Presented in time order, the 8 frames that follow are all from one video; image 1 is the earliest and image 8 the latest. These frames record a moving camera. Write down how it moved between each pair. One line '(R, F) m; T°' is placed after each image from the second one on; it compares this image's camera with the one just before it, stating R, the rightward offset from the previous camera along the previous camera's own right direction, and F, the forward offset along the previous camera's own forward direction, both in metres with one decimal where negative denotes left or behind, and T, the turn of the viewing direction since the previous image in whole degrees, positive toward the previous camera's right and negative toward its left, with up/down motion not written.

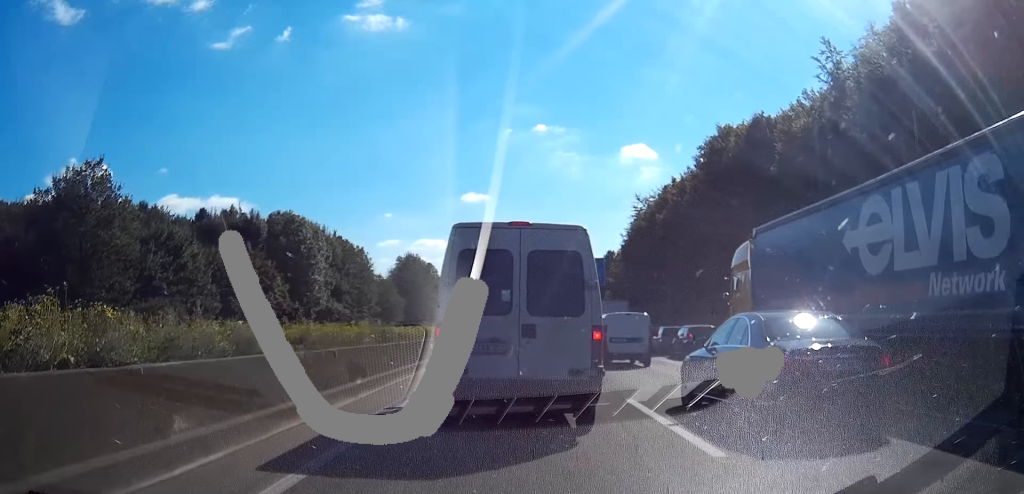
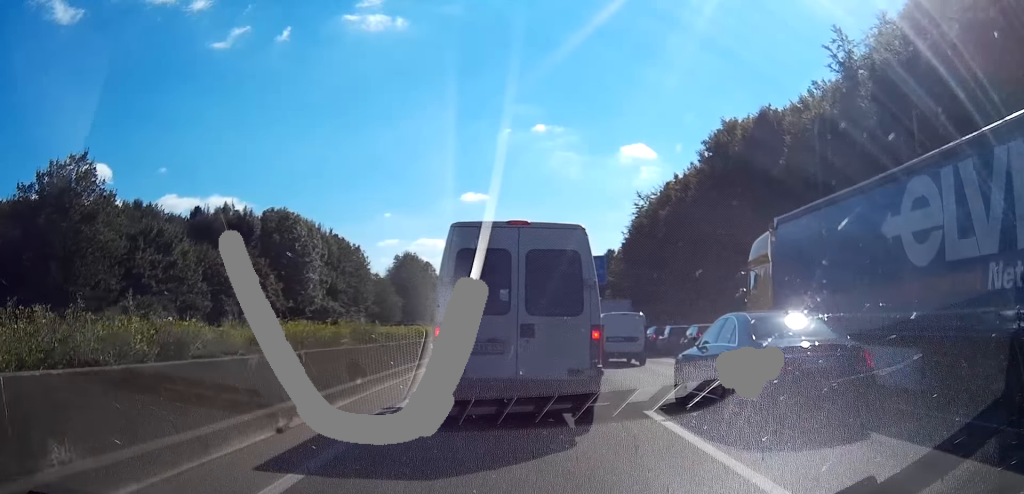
(+0.1, +1.6) m; 0°
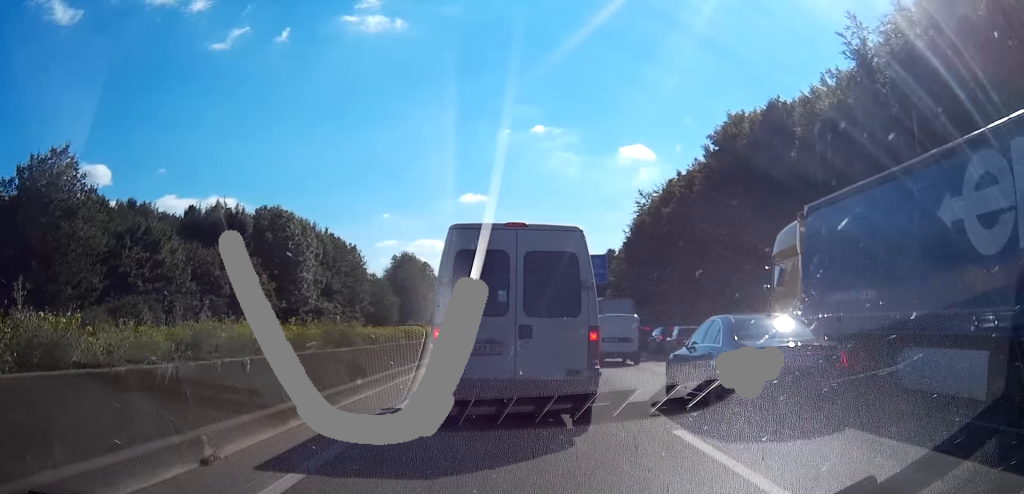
(-0.1, +1.9) m; -3°
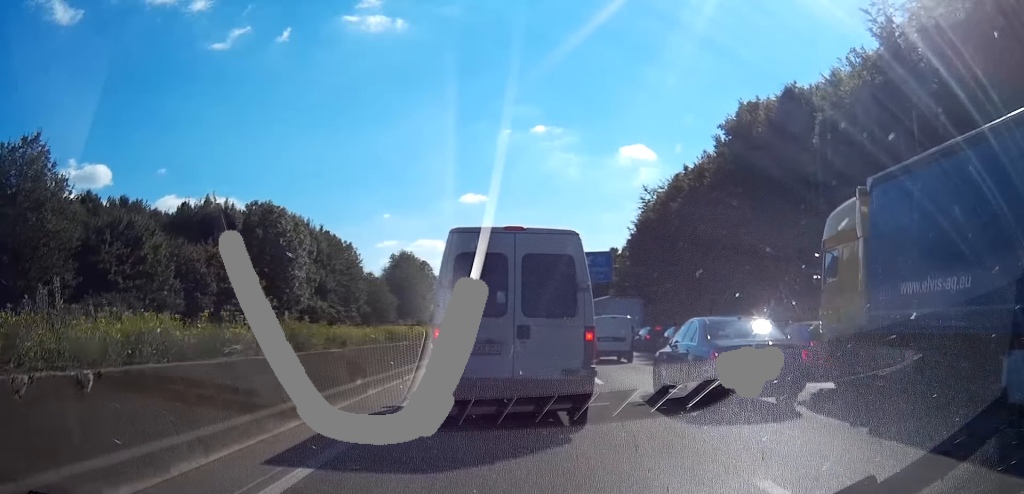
(-0.2, +3.1) m; -3°
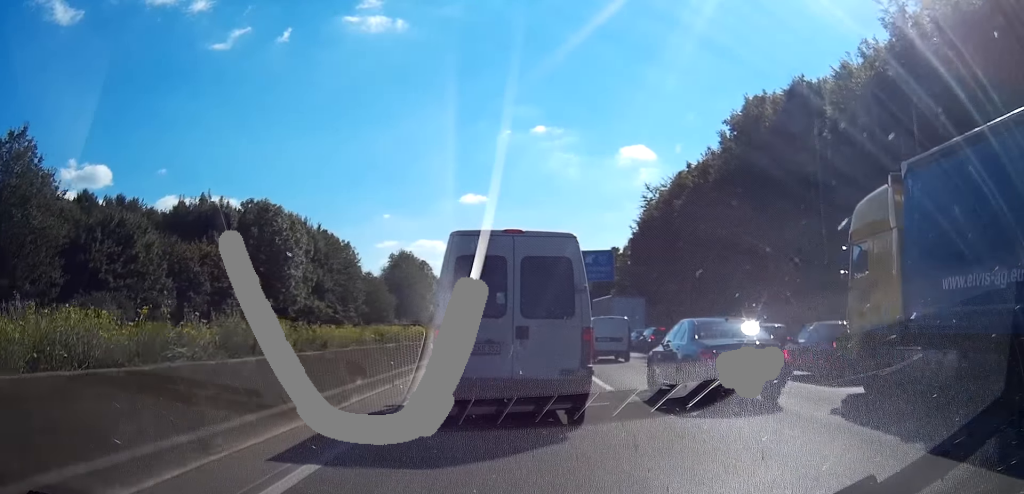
(-0.1, +1.4) m; +1°
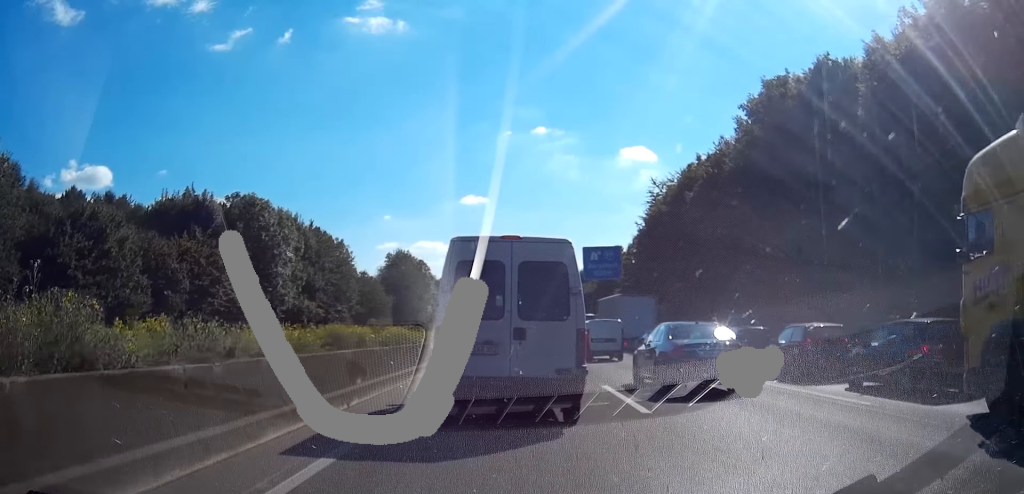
(+0.2, +4.3) m; 0°
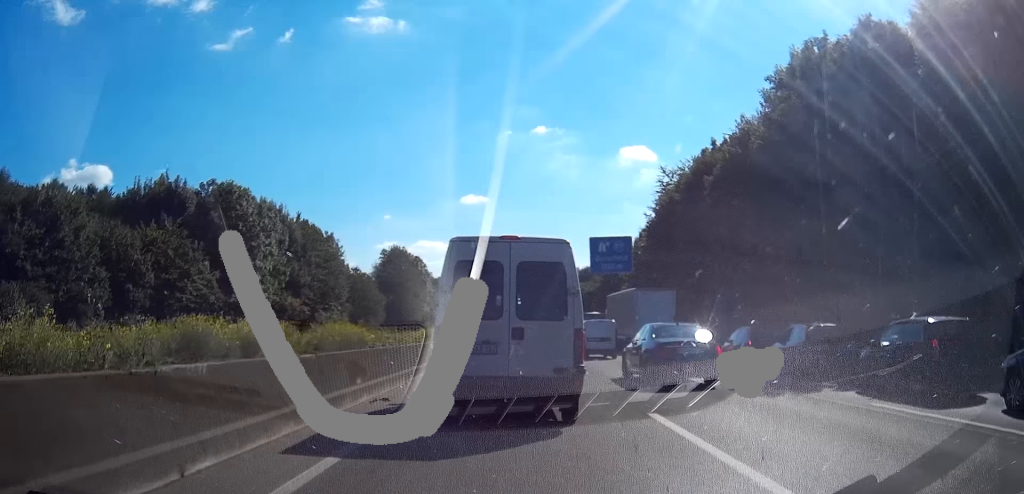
(-0.2, +6.0) m; -4°
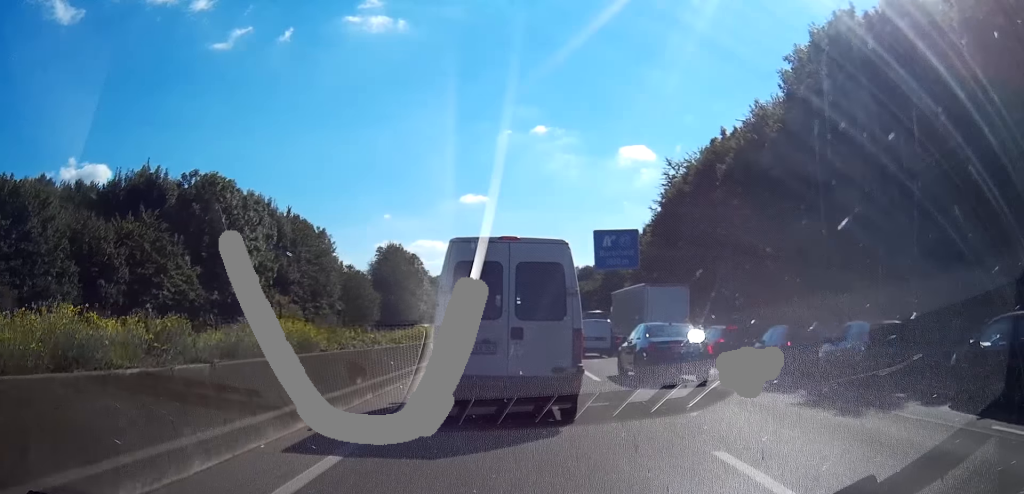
(-0.1, +3.6) m; -3°
